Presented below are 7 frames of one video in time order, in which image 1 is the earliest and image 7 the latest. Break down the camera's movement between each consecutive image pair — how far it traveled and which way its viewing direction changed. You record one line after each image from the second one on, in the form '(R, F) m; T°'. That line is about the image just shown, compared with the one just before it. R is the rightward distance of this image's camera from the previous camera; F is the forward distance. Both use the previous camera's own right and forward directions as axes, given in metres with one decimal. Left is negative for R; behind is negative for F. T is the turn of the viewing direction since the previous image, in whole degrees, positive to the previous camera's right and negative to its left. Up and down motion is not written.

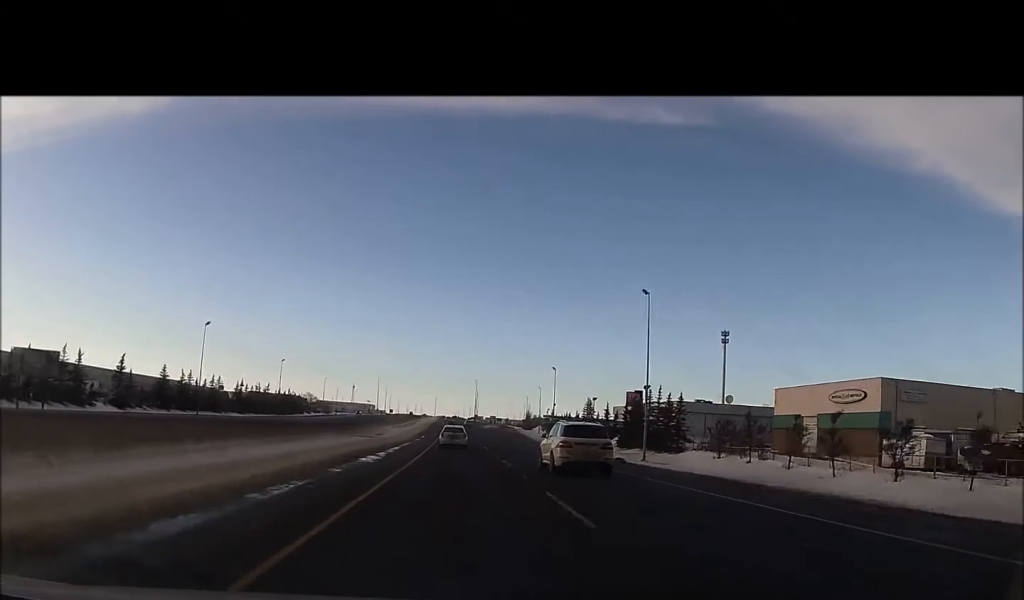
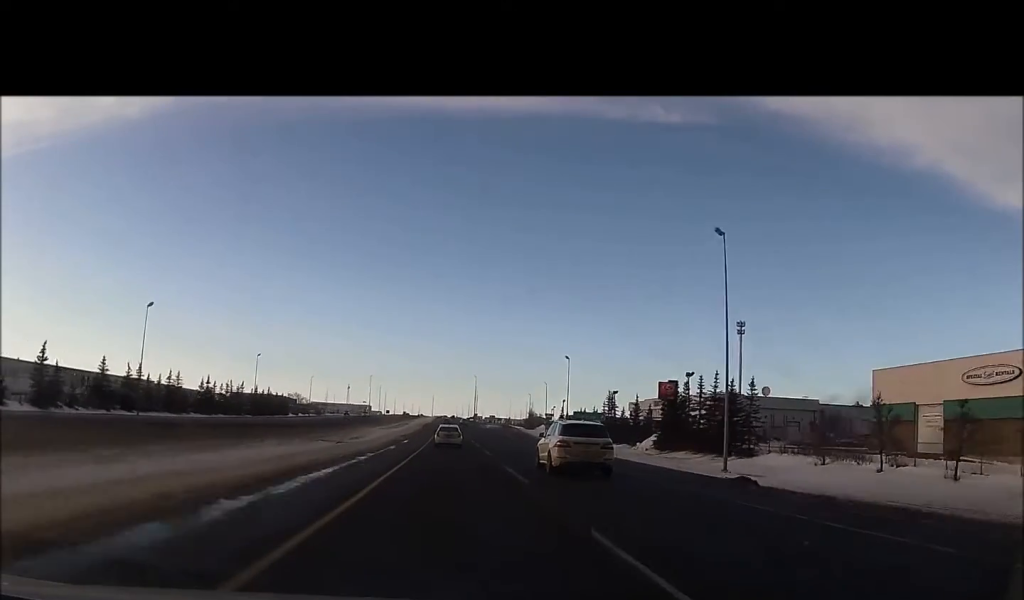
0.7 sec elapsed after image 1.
(0.0, +18.2) m; 0°
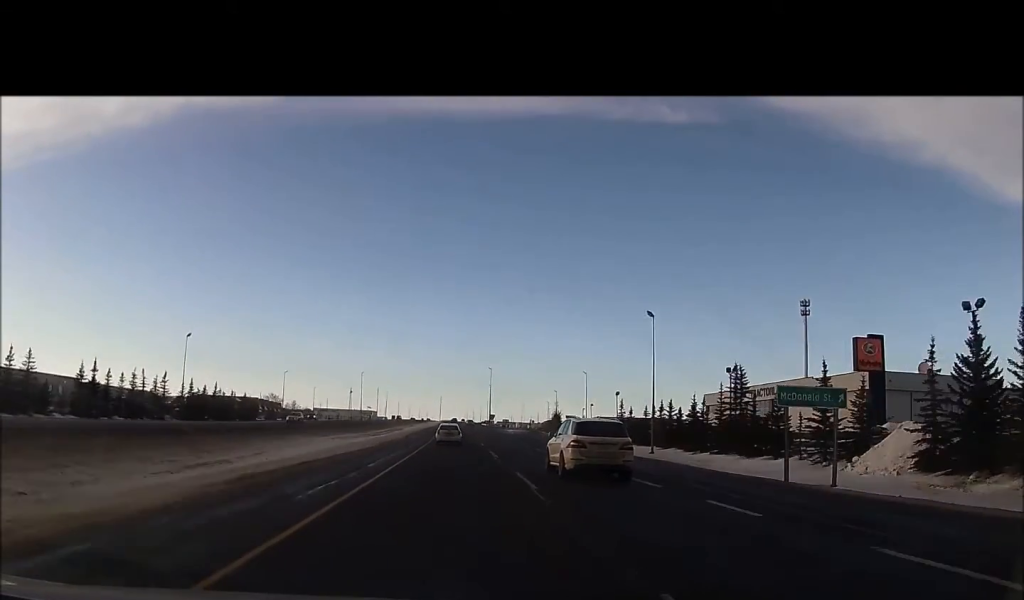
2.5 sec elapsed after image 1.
(-0.4, +50.6) m; 0°
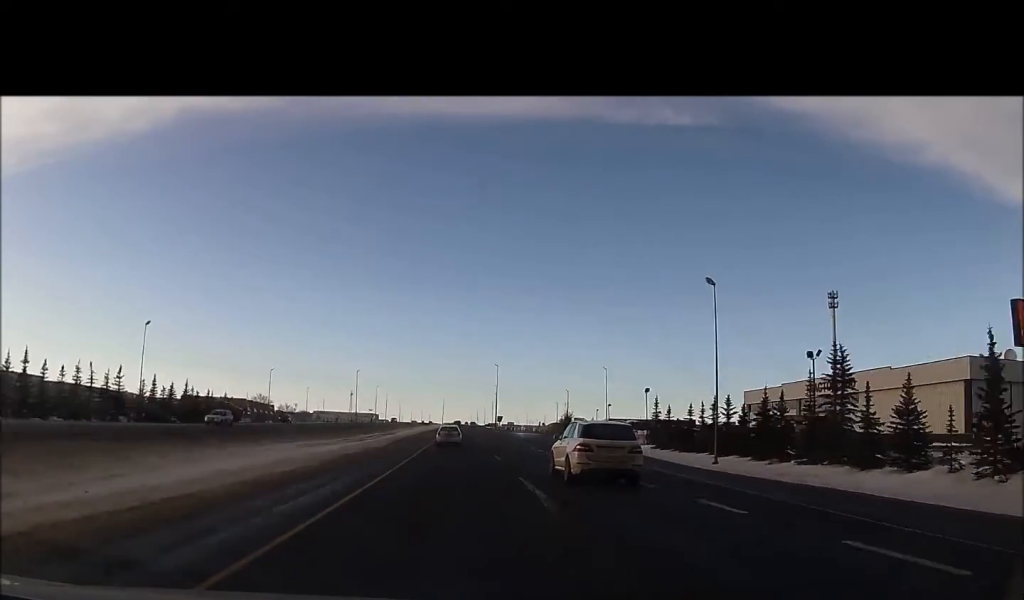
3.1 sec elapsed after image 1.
(+0.3, +14.5) m; -1°
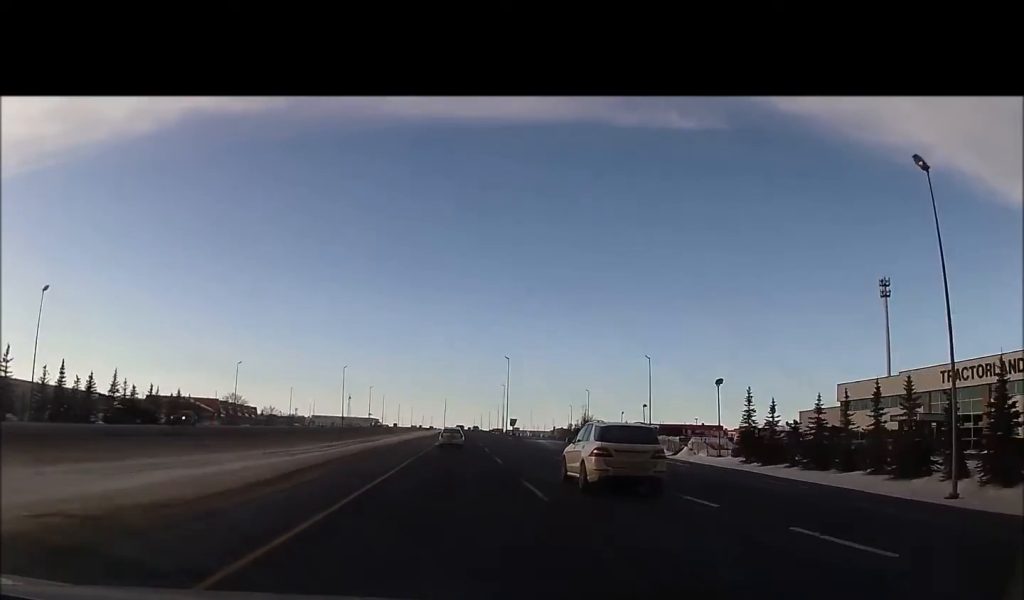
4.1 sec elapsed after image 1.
(-0.7, +28.2) m; -1°
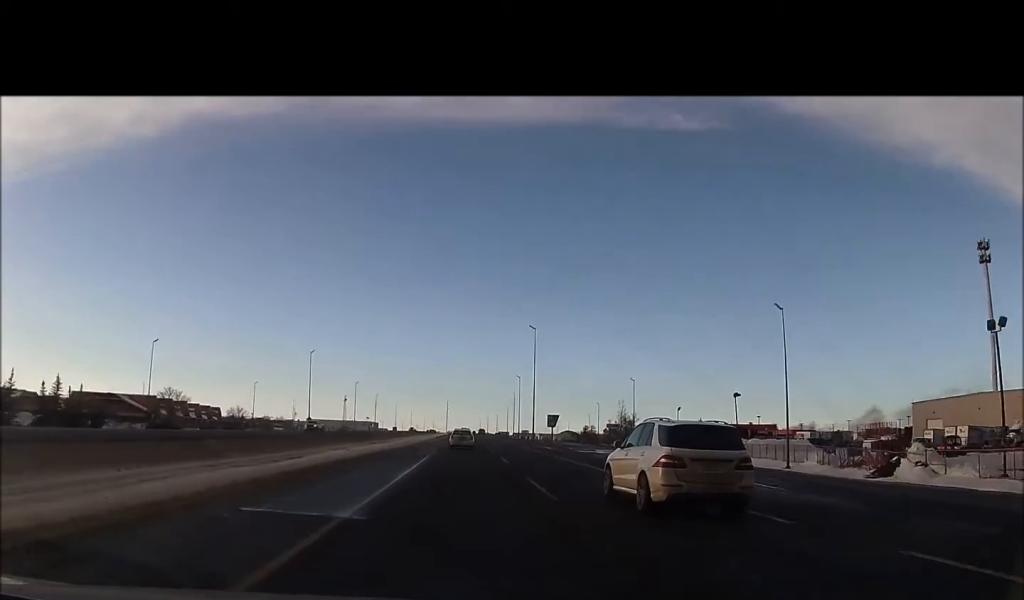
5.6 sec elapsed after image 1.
(+0.3, +42.3) m; +1°
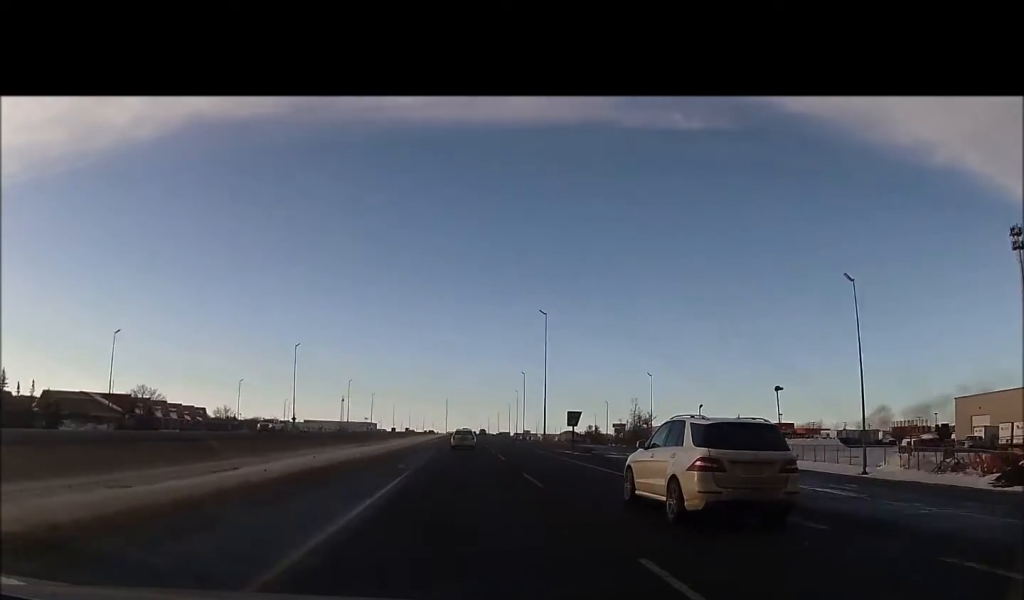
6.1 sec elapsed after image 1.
(0.0, +12.3) m; 0°
